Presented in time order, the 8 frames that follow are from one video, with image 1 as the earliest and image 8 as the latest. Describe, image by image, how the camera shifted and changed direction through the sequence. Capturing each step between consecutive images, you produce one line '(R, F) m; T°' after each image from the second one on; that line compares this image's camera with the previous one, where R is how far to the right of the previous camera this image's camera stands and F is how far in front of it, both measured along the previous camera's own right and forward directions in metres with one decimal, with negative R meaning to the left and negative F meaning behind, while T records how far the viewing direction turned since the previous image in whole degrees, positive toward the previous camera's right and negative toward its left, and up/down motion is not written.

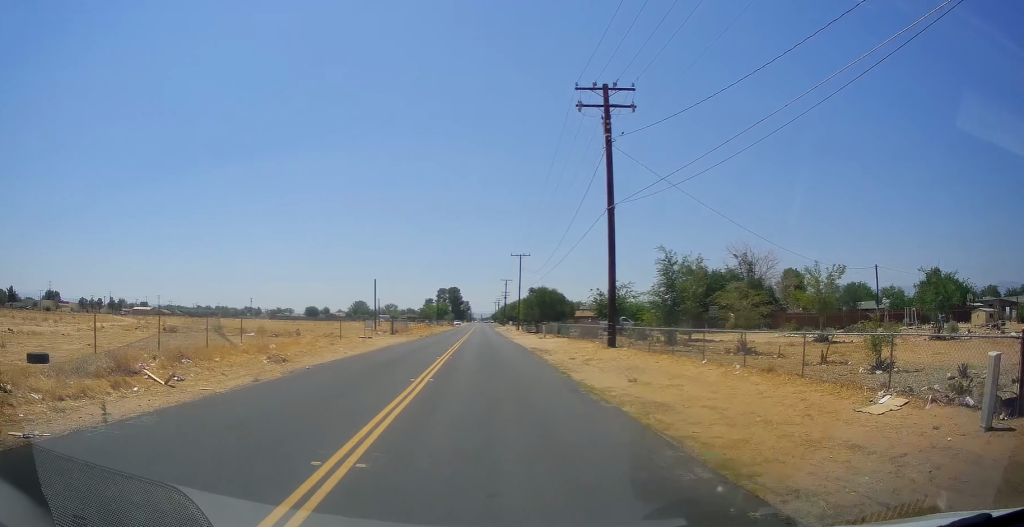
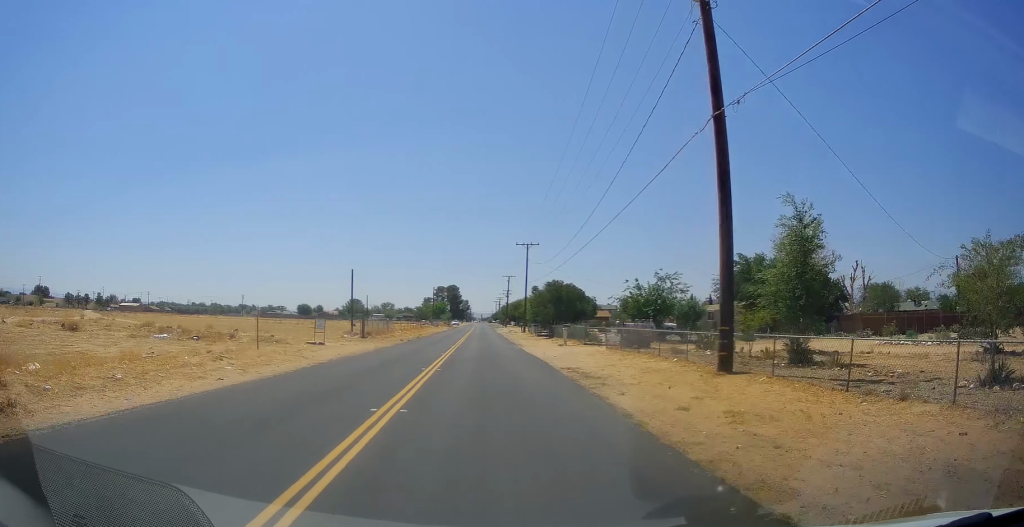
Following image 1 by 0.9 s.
(0.0, +14.0) m; 0°
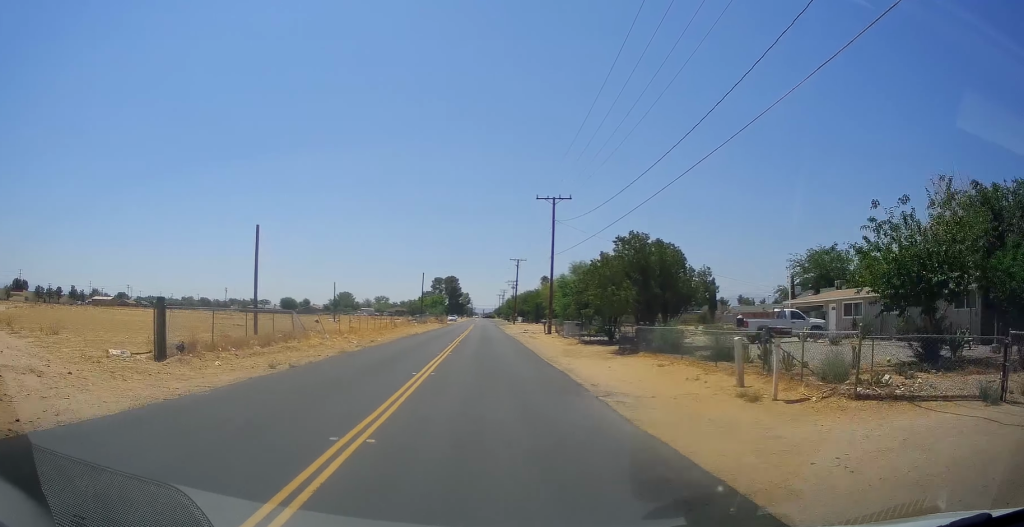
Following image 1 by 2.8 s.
(0.0, +28.0) m; 0°
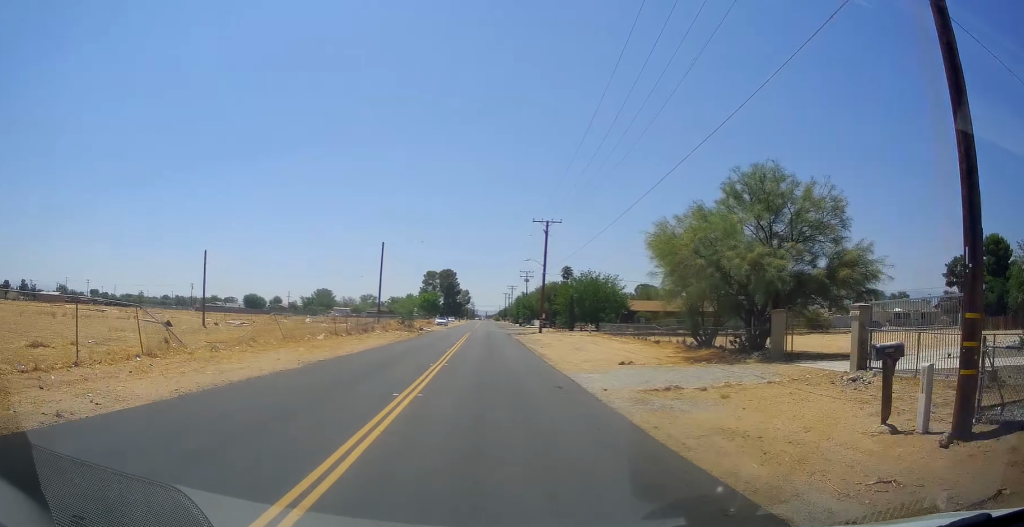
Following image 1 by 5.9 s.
(0.0, +47.4) m; 0°
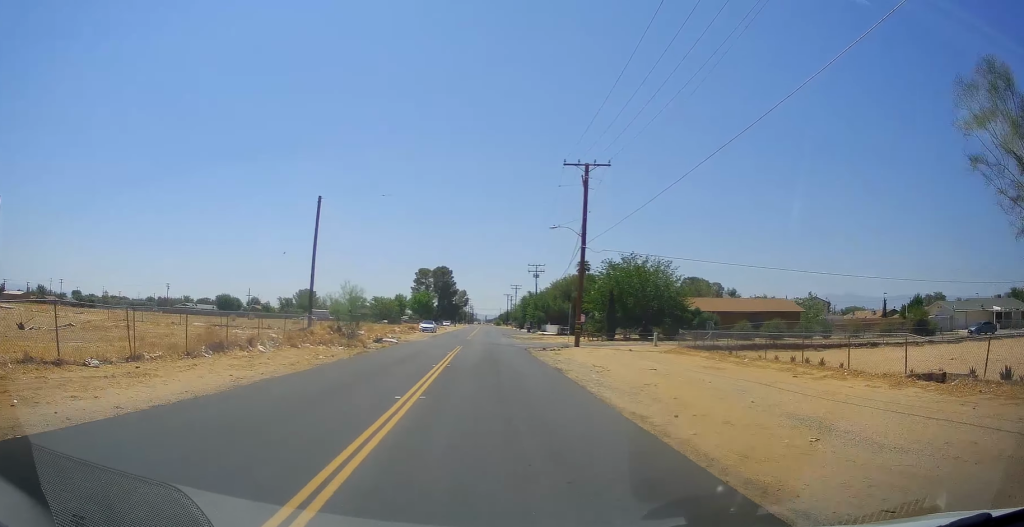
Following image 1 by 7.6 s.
(0.0, +25.7) m; 0°
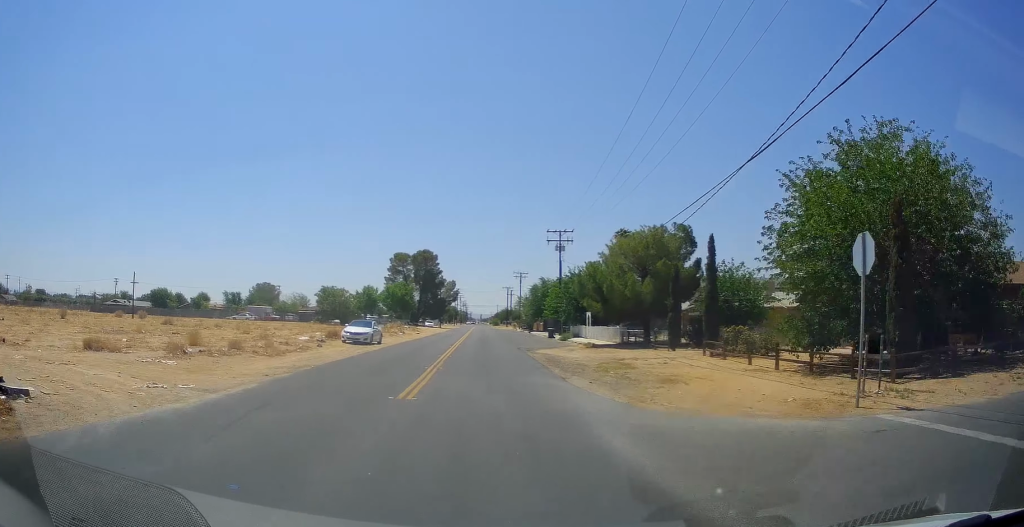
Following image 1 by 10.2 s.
(0.0, +40.3) m; 0°
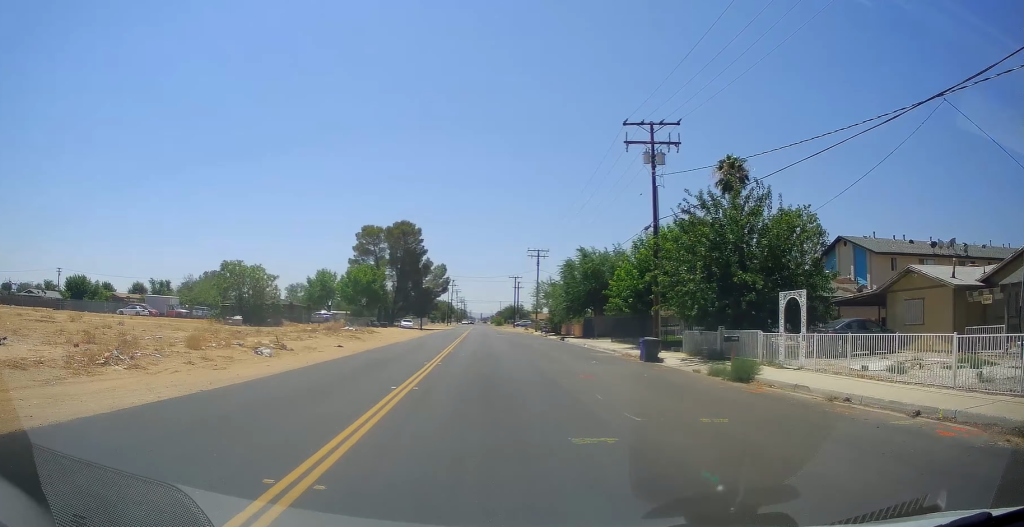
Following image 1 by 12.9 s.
(0.0, +40.0) m; 0°
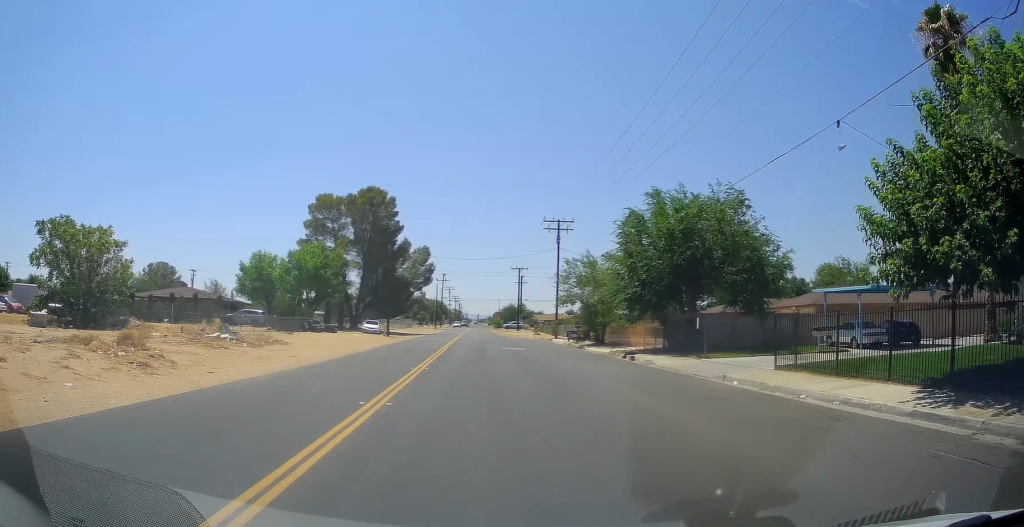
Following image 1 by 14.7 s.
(0.0, +27.1) m; 0°
